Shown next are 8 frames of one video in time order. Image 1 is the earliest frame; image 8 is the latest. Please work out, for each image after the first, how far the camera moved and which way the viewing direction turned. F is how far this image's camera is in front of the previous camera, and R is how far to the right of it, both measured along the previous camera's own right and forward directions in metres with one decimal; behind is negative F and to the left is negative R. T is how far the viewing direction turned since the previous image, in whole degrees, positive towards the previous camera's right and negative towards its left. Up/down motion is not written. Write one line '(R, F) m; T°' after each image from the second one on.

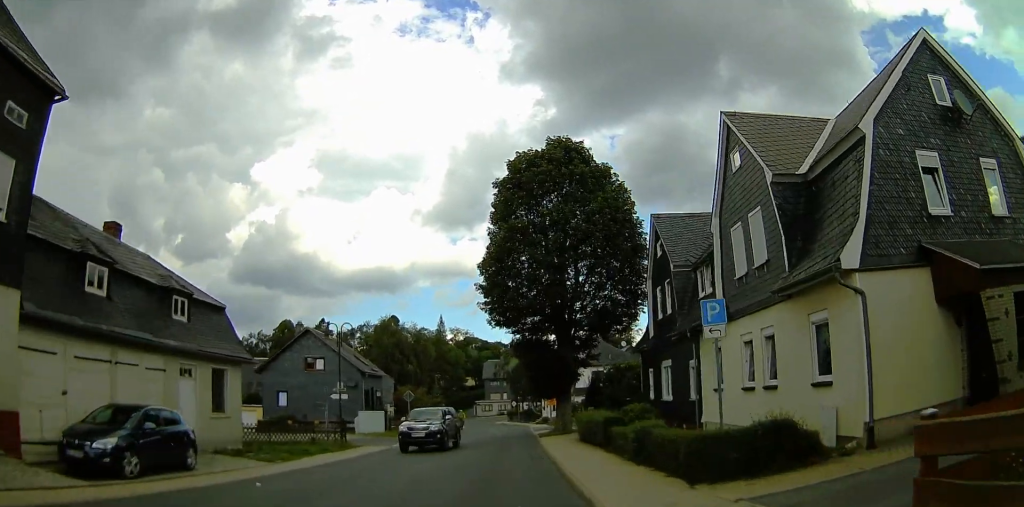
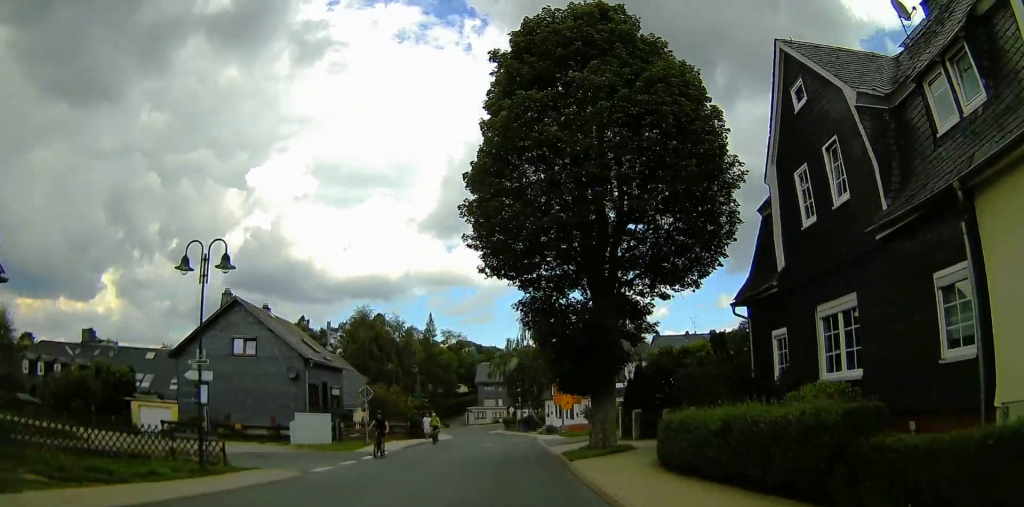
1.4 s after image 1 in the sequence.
(+0.6, +13.9) m; +2°
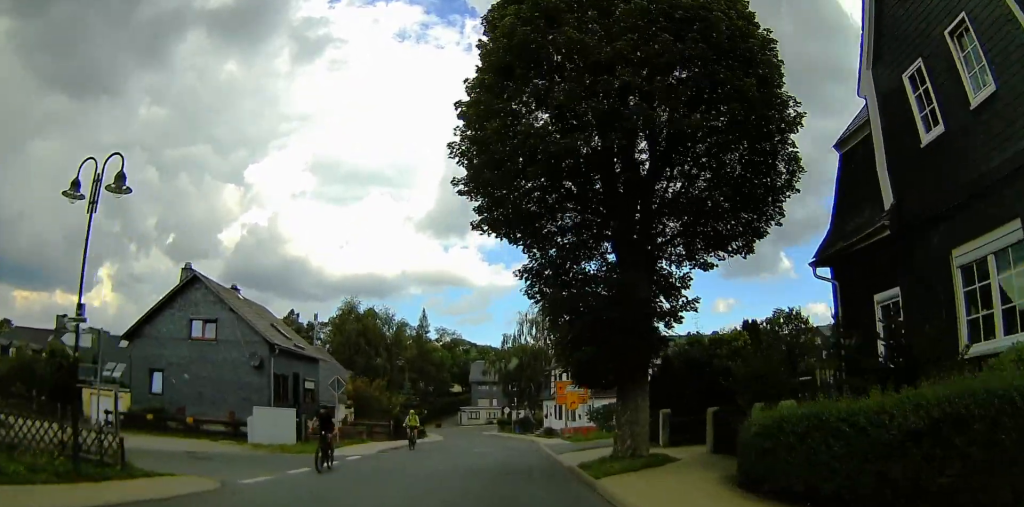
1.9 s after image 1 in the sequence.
(-0.3, +5.0) m; -2°
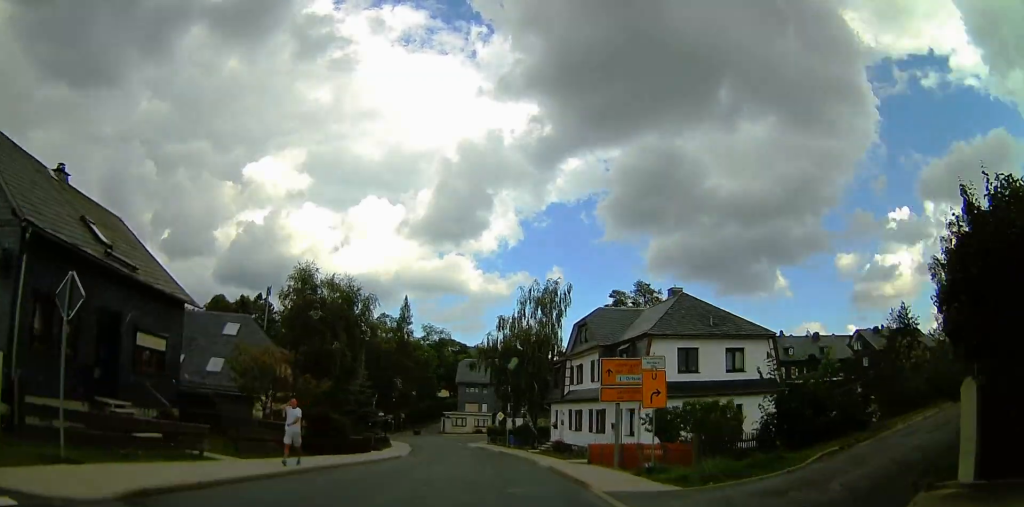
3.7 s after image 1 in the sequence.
(-0.7, +17.7) m; -2°
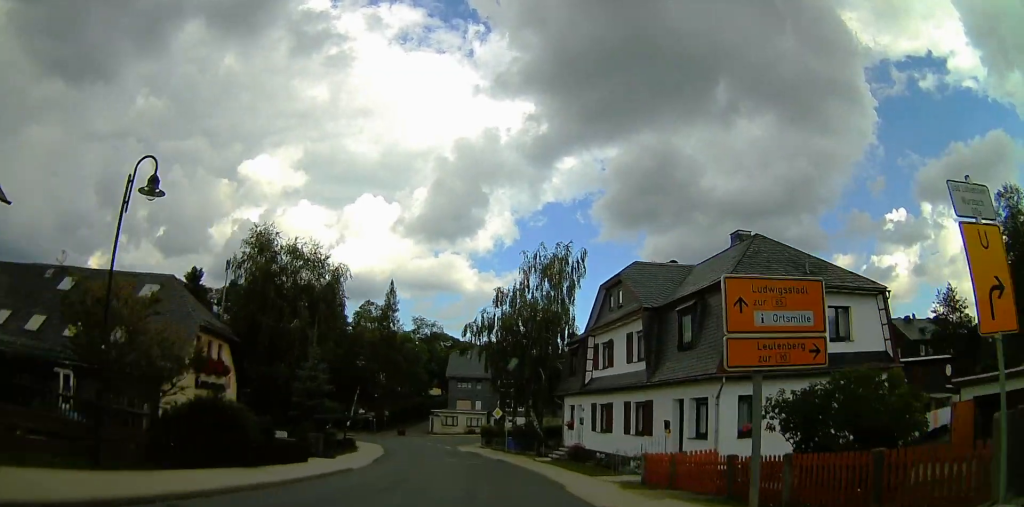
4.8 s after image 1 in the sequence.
(+0.4, +11.2) m; +5°
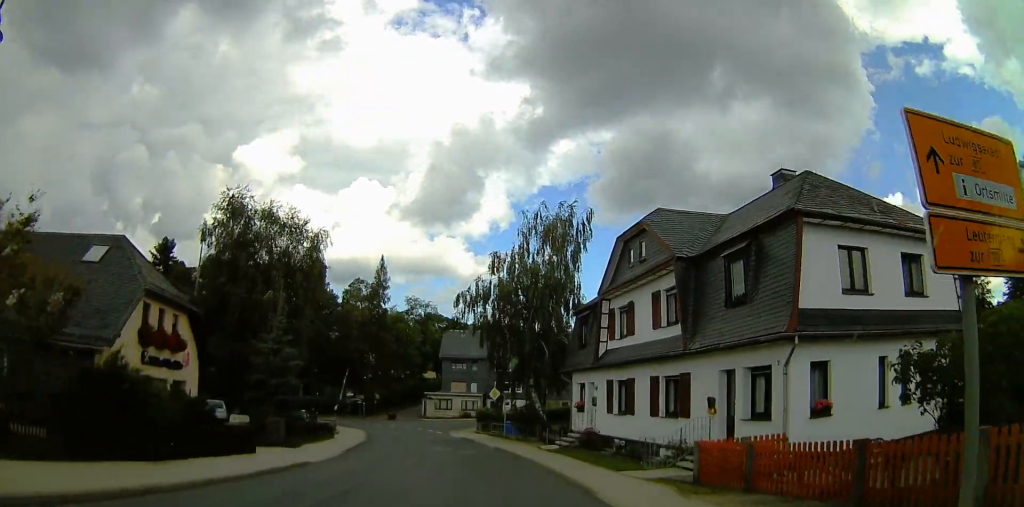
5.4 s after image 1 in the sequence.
(+0.2, +5.1) m; +2°
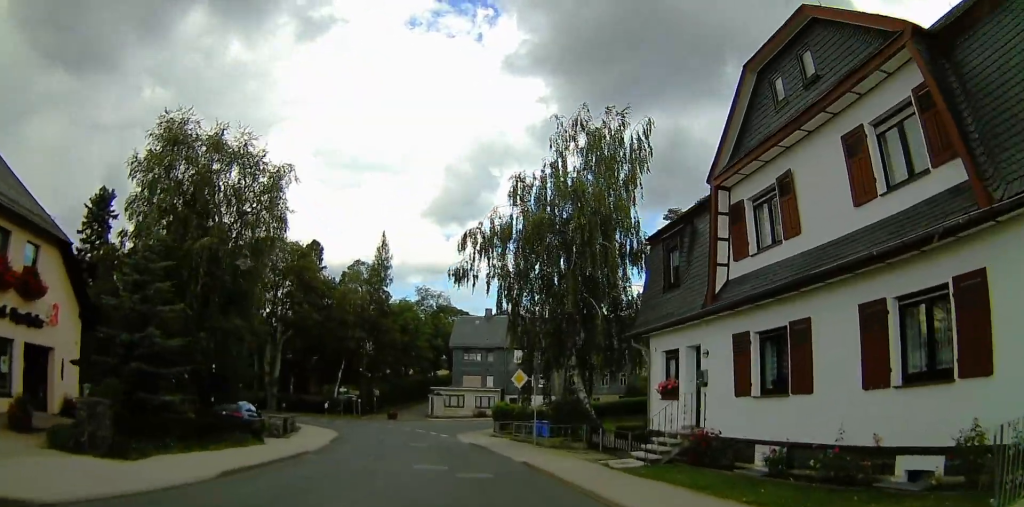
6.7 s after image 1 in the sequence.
(-0.6, +12.1) m; -6°
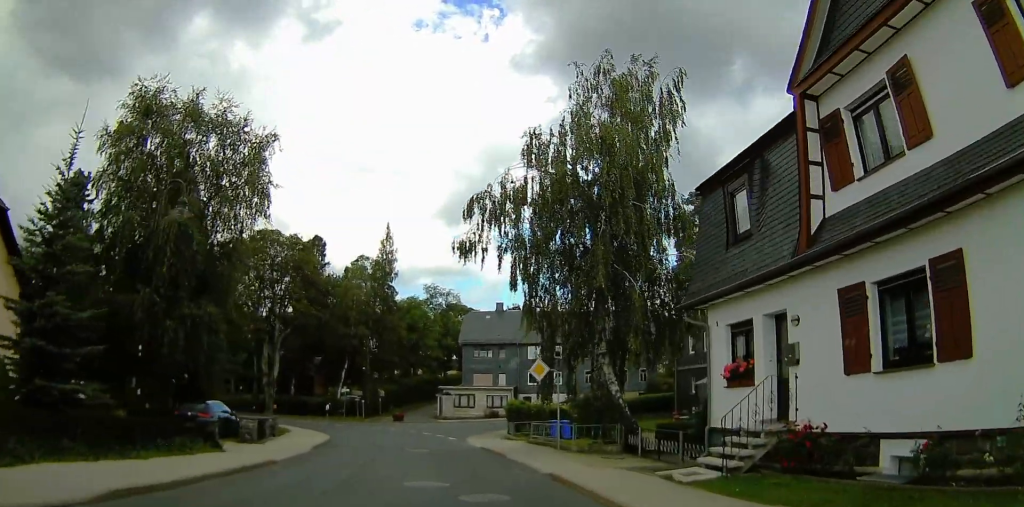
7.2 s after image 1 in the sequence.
(-0.4, +4.2) m; 0°
